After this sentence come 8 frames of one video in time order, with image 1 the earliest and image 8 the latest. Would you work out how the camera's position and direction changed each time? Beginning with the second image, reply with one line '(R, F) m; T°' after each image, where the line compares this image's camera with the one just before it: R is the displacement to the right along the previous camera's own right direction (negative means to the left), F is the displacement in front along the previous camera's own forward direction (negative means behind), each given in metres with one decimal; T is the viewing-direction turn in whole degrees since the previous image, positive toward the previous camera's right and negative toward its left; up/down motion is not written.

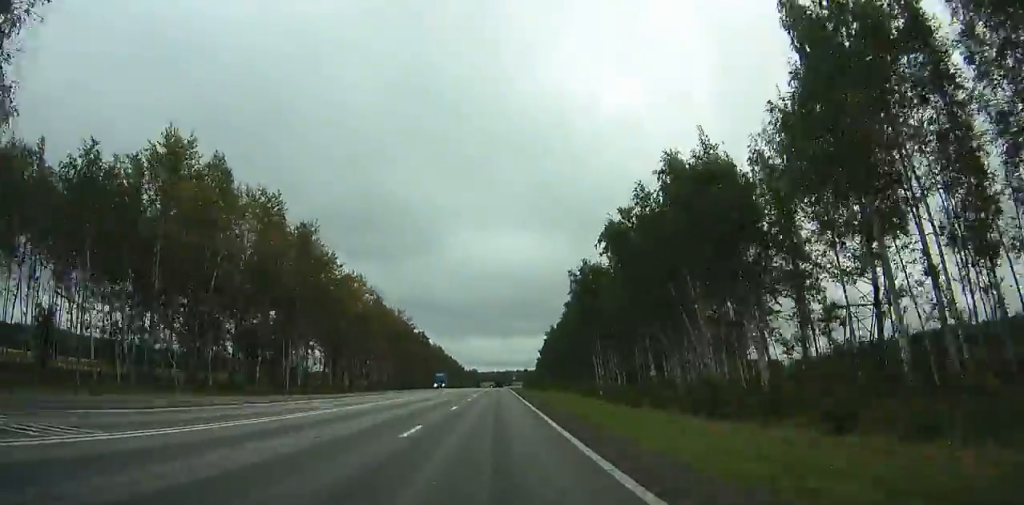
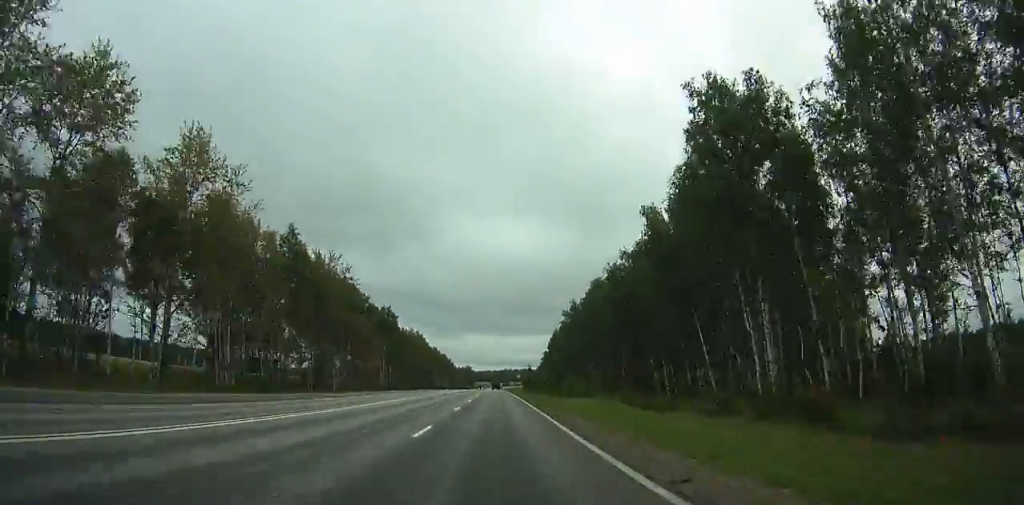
(+0.6, +65.9) m; +1°
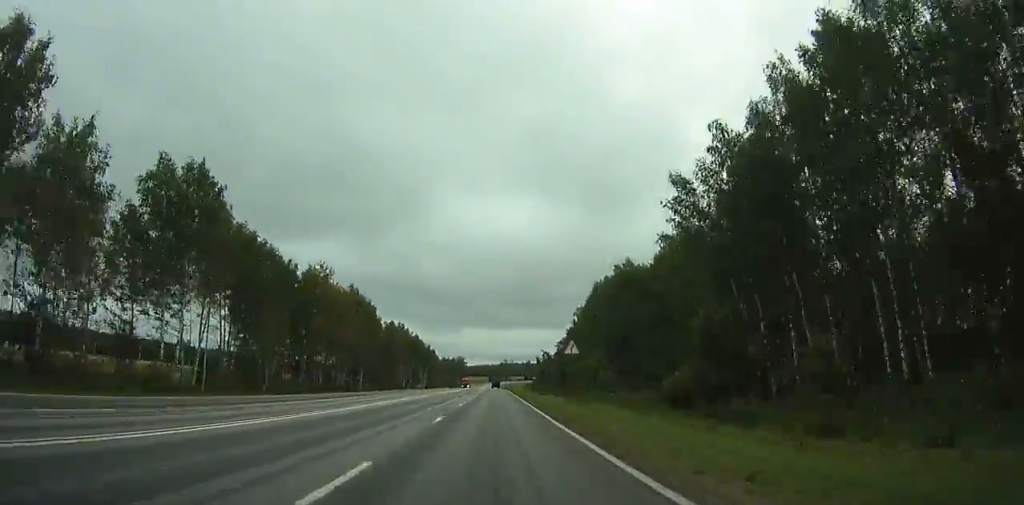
(+0.5, +95.5) m; -1°
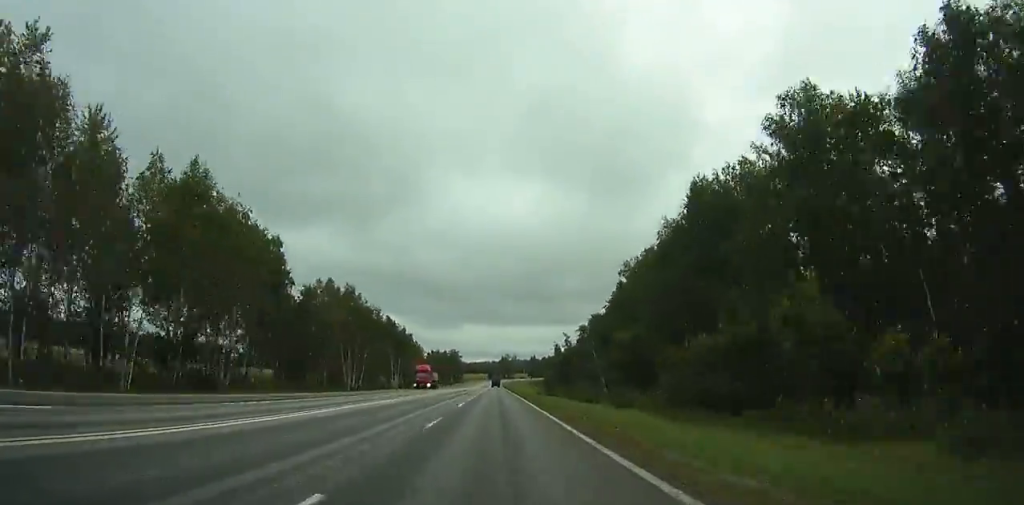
(-1.4, +64.7) m; +1°
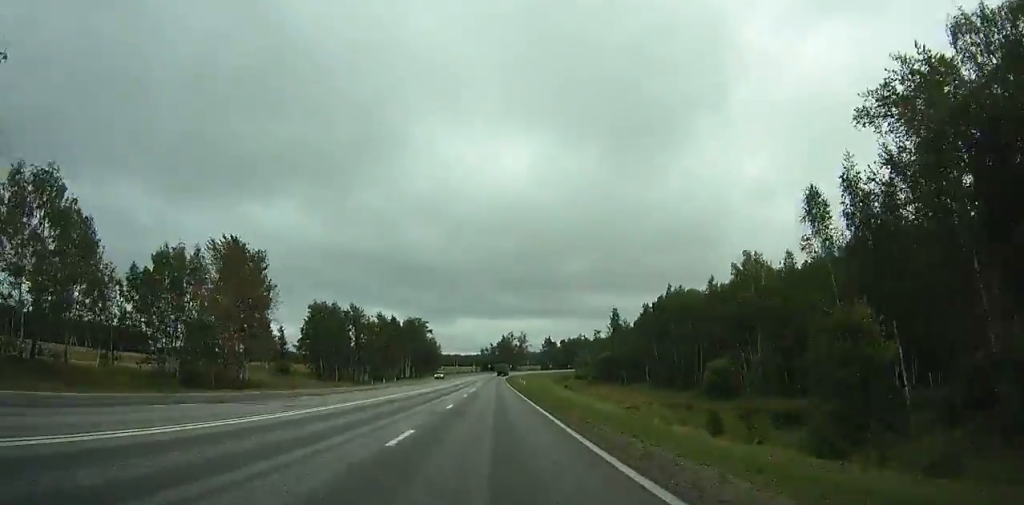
(+4.1, +143.9) m; +1°
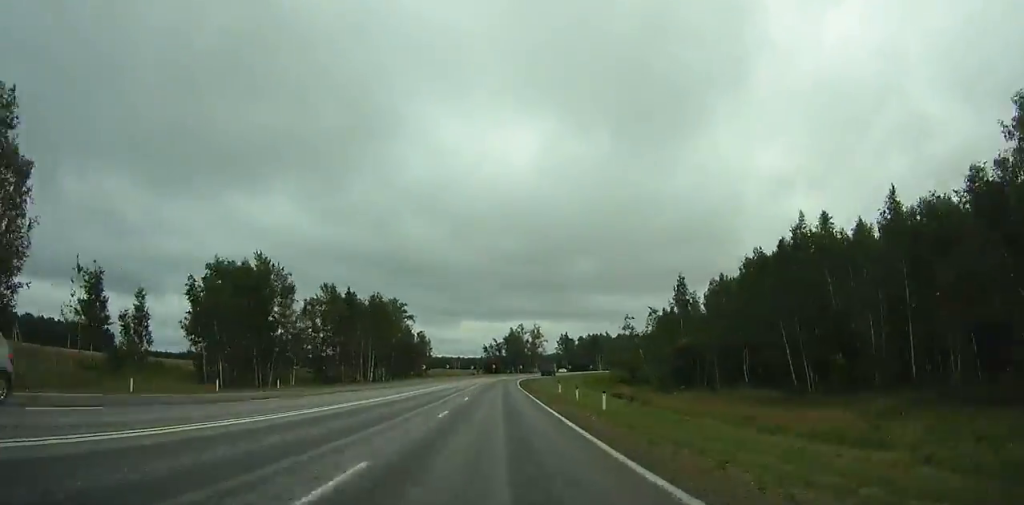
(+0.6, +50.0) m; +1°
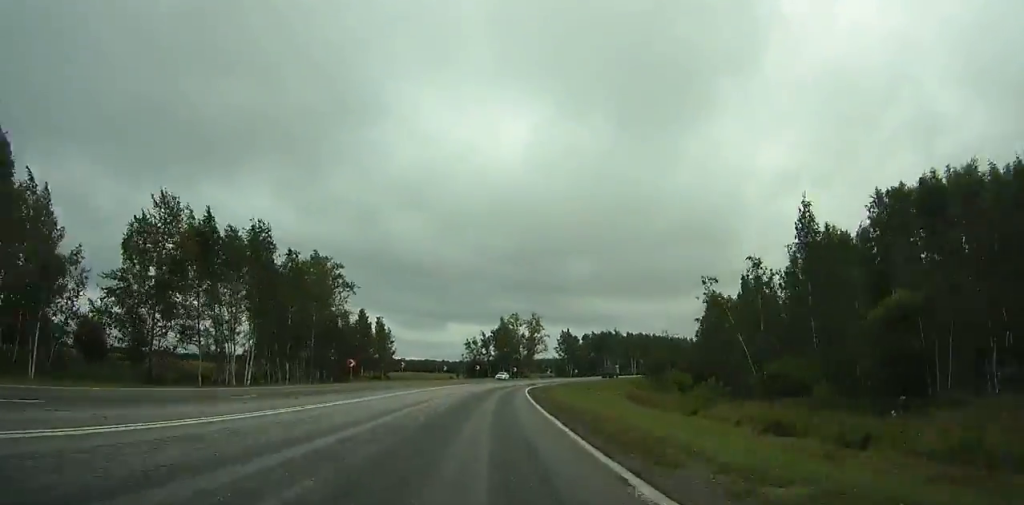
(+0.1, +49.2) m; 0°
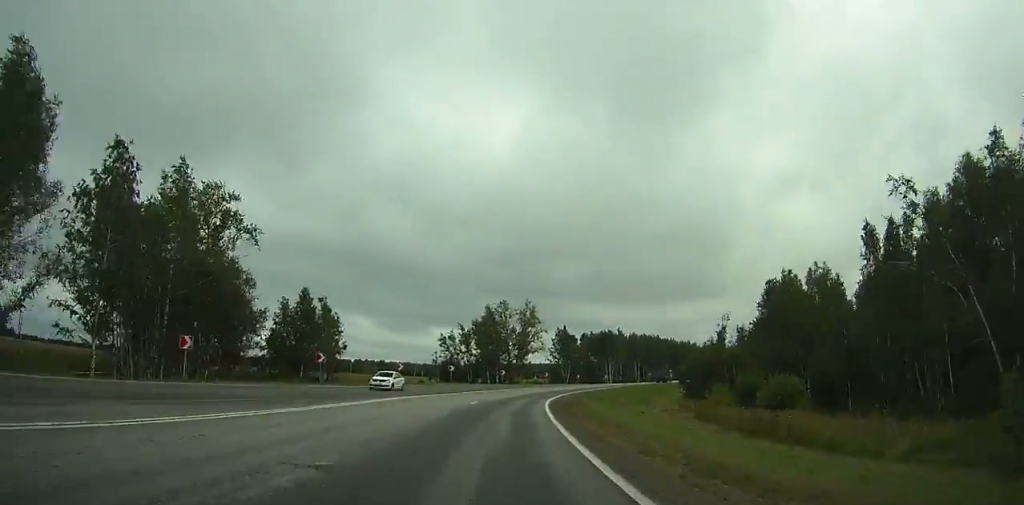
(0.0, +33.9) m; +2°
